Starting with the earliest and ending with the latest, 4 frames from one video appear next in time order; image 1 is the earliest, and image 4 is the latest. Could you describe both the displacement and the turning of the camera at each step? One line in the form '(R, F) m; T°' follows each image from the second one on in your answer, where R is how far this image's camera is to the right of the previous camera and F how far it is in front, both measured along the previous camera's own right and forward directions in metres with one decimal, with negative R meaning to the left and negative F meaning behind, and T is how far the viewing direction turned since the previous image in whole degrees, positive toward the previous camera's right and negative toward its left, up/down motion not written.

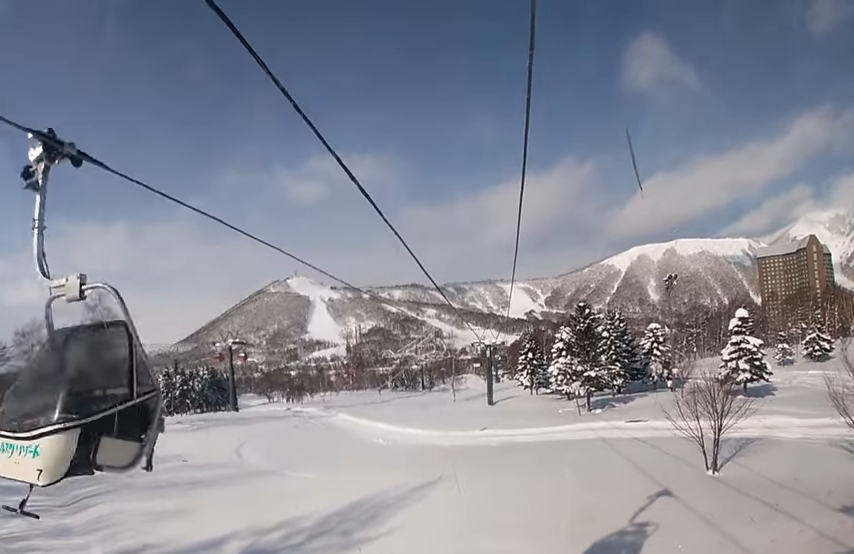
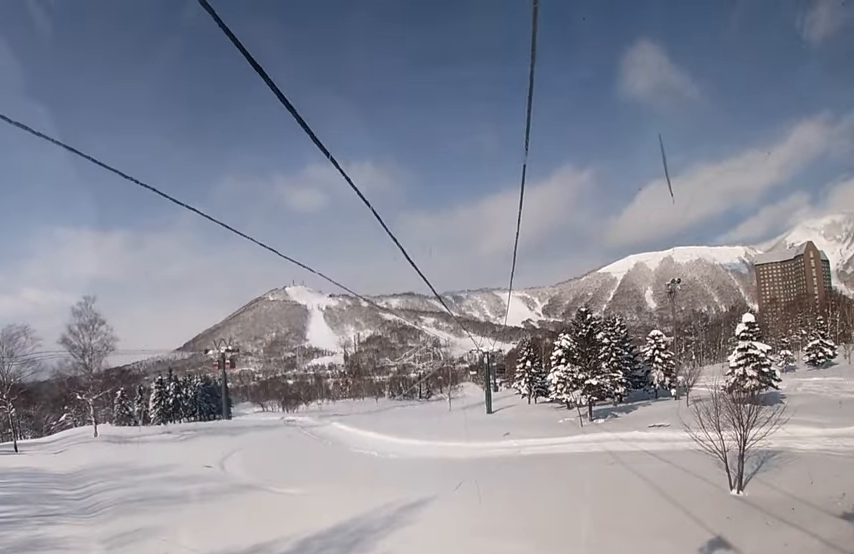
(0.0, +2.0) m; 0°
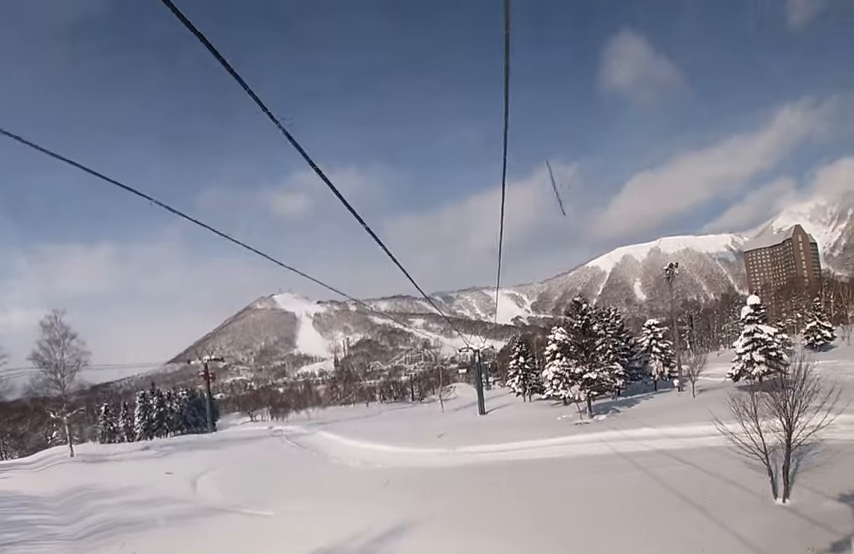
(0.0, +3.0) m; 0°
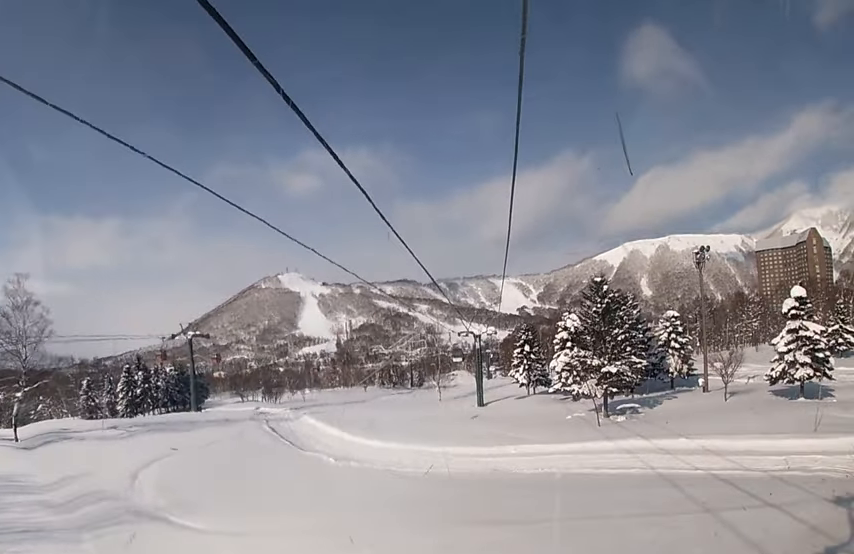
(0.0, +5.9) m; 0°
